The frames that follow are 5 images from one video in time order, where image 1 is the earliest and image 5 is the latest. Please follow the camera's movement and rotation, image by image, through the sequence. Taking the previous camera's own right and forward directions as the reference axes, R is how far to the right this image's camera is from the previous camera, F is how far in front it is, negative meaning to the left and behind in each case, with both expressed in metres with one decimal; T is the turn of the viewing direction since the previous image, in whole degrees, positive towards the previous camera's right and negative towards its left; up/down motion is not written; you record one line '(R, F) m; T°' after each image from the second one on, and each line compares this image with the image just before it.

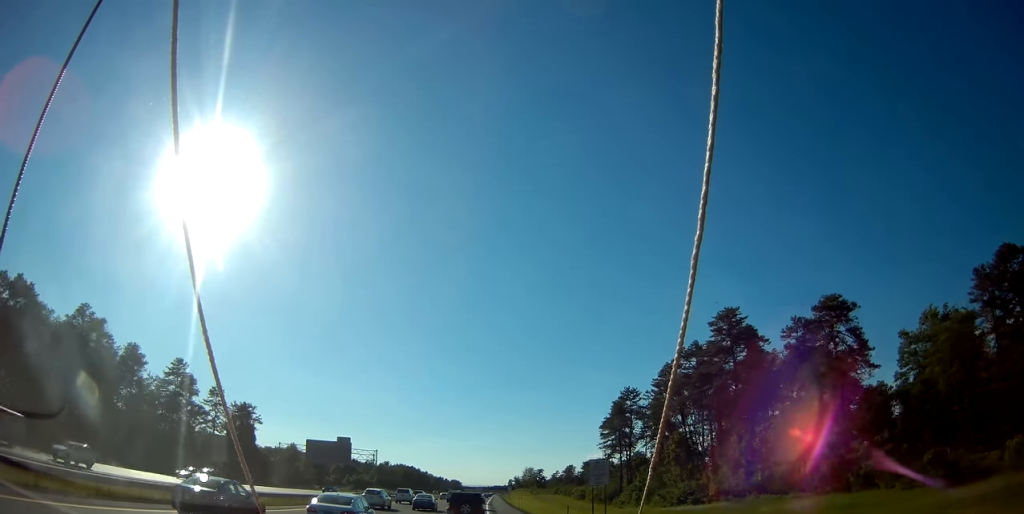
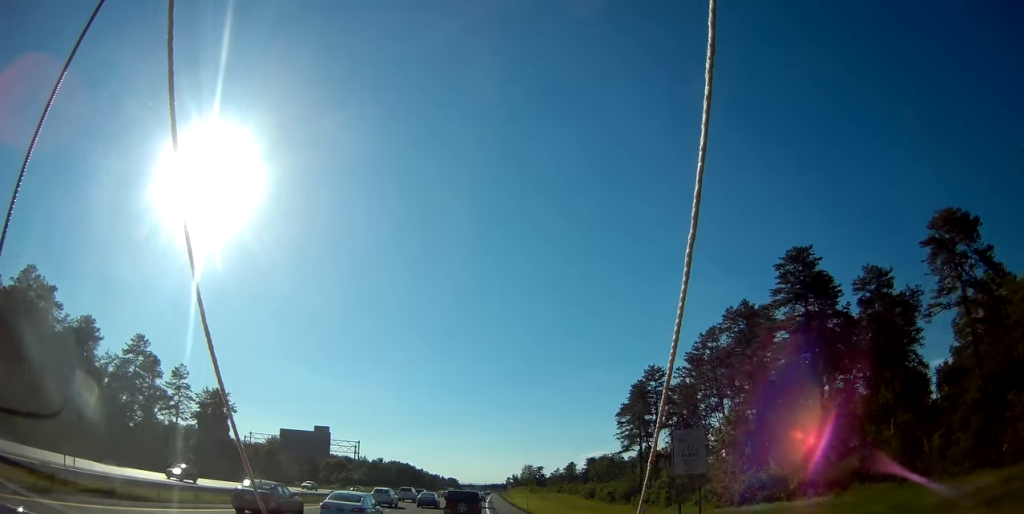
(+0.1, +14.3) m; 0°
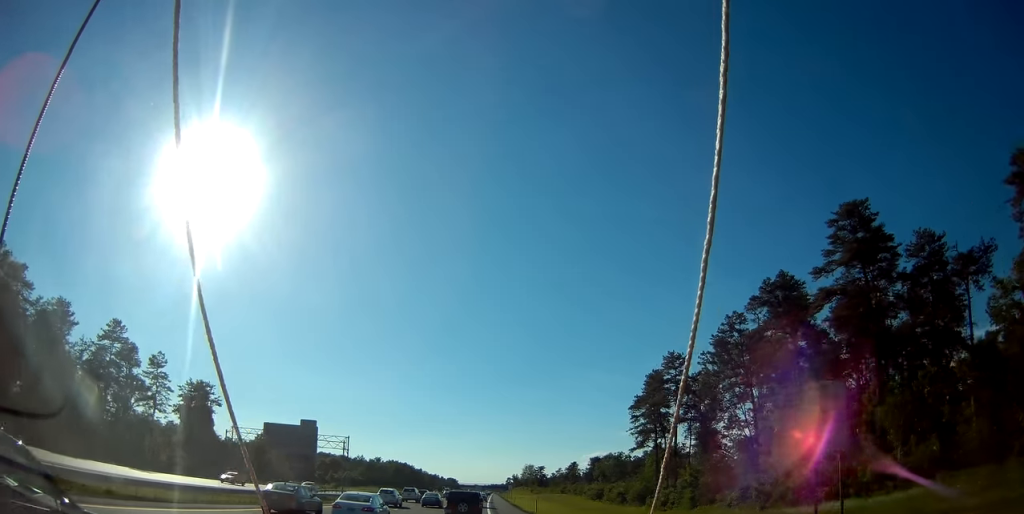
(-0.1, +8.0) m; 0°
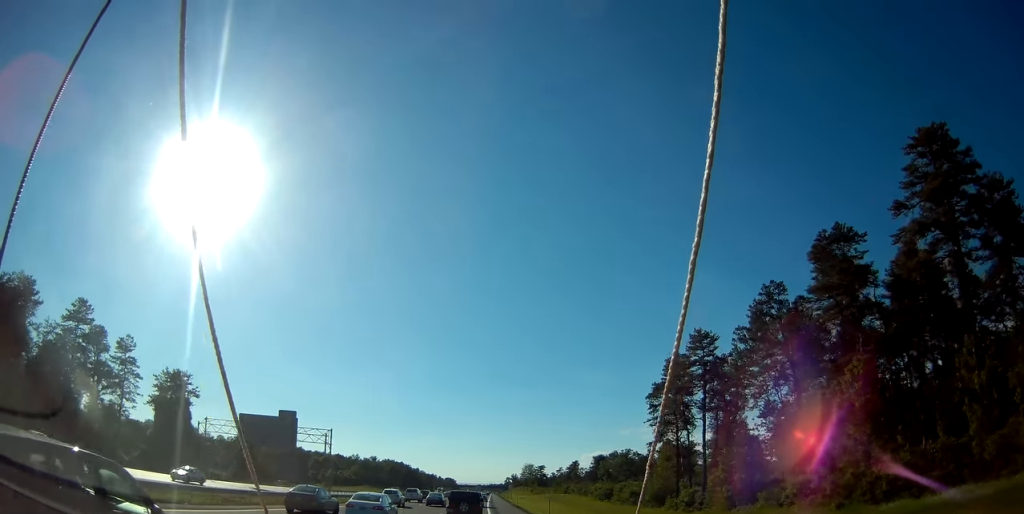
(-0.1, +9.6) m; +1°
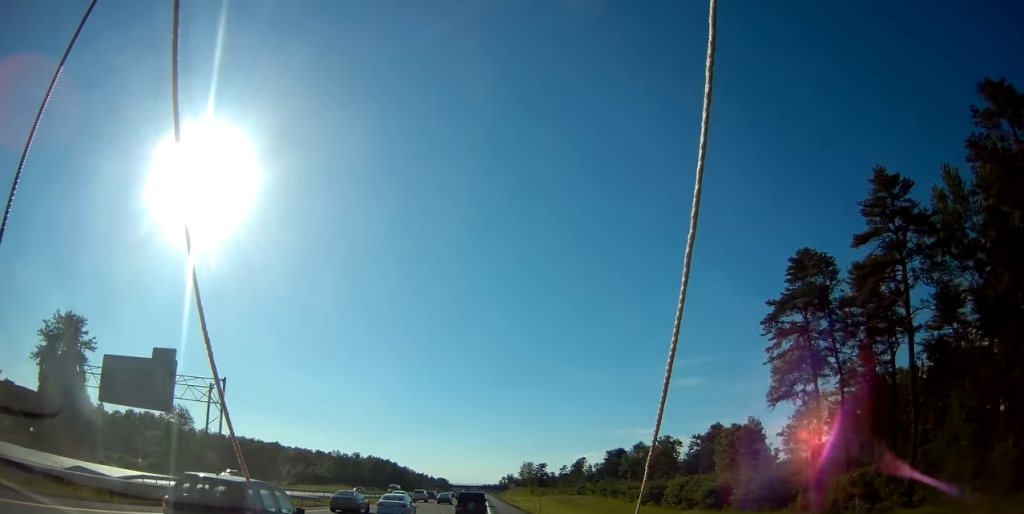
(+0.6, +32.9) m; 0°
